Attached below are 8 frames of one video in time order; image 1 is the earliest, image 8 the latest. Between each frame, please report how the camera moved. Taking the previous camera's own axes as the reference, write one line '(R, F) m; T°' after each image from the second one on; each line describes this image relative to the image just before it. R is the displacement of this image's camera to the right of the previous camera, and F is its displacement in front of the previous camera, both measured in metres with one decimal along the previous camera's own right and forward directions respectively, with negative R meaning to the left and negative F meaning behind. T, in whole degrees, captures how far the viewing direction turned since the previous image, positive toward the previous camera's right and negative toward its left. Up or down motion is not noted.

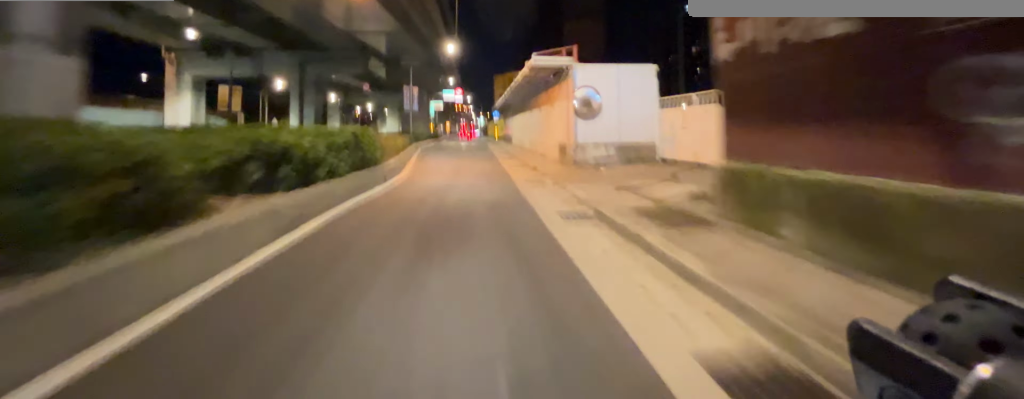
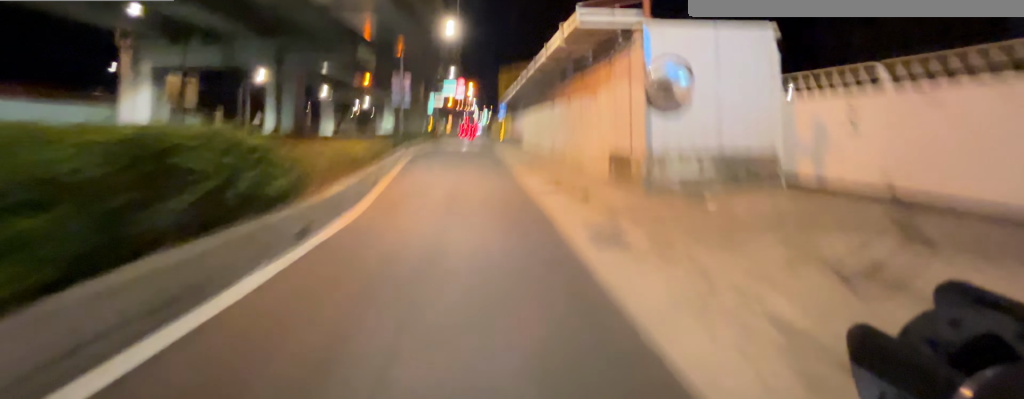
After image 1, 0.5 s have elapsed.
(-0.1, +5.8) m; -1°
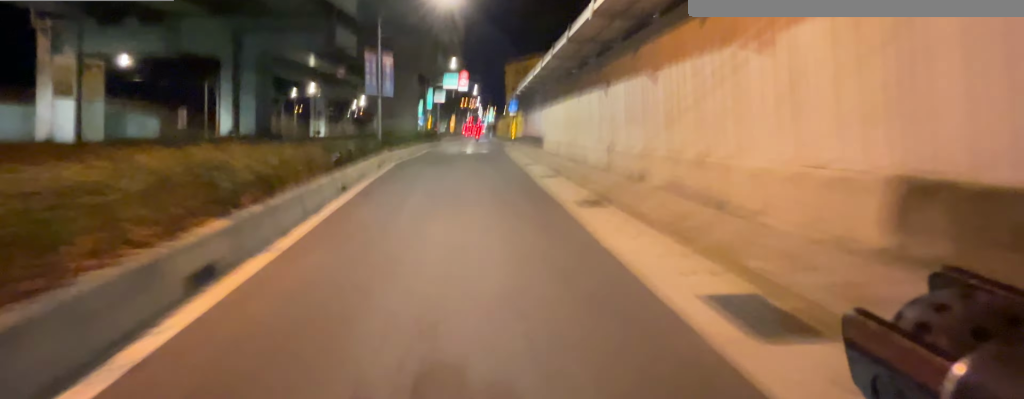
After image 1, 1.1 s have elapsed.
(0.0, +7.5) m; +1°
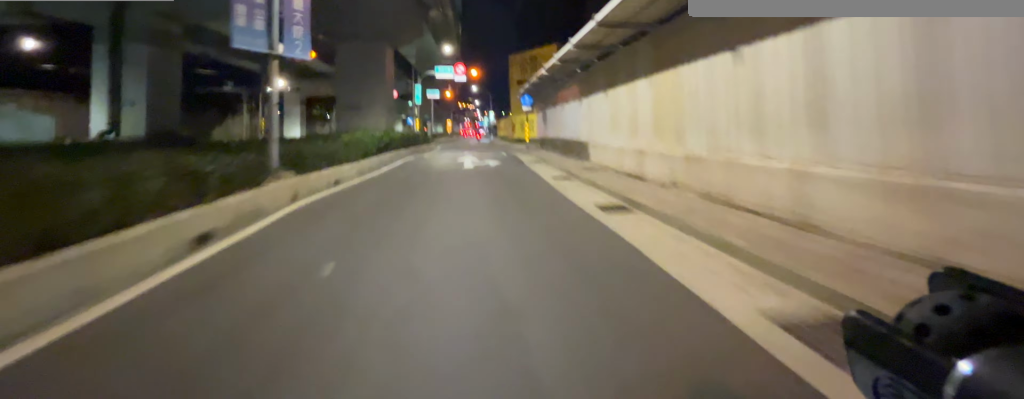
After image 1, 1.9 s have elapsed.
(+0.1, +10.0) m; +1°
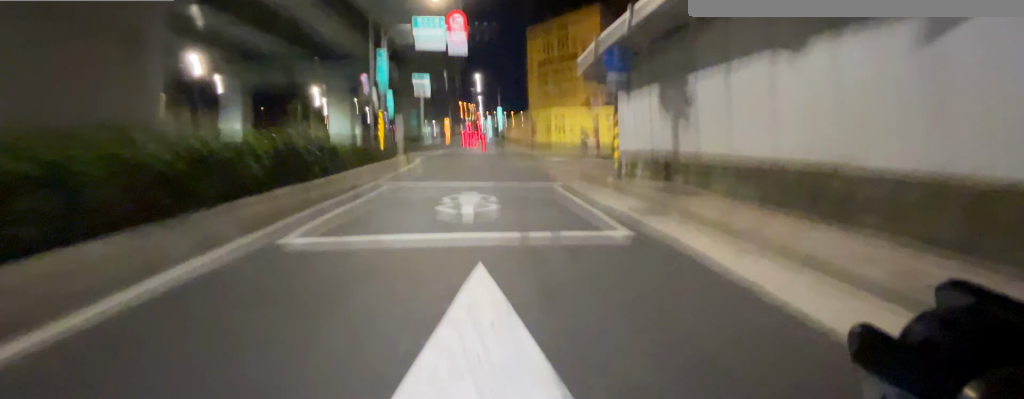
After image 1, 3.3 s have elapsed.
(+0.3, +15.6) m; +3°
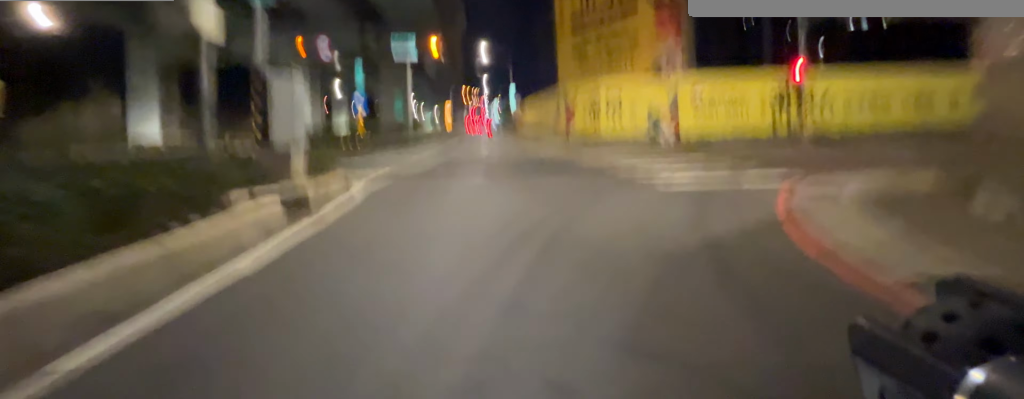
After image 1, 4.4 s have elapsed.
(+0.2, +10.4) m; +1°
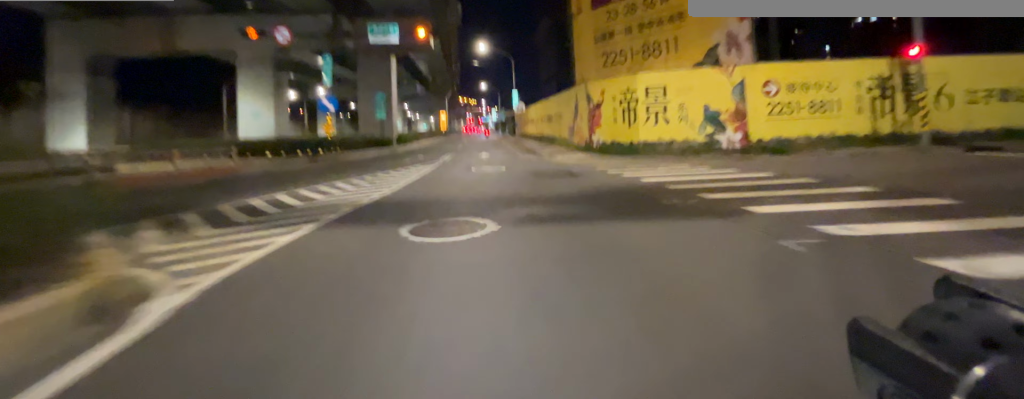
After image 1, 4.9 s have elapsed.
(0.0, +4.7) m; 0°
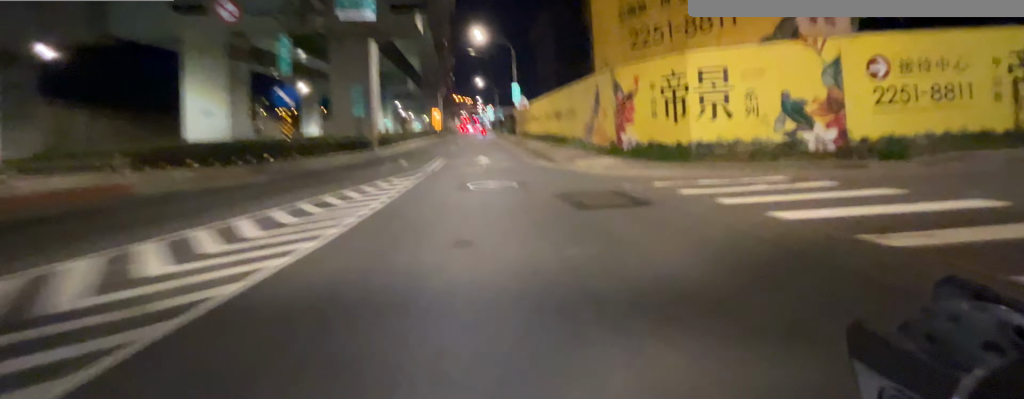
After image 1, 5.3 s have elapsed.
(0.0, +3.7) m; 0°
